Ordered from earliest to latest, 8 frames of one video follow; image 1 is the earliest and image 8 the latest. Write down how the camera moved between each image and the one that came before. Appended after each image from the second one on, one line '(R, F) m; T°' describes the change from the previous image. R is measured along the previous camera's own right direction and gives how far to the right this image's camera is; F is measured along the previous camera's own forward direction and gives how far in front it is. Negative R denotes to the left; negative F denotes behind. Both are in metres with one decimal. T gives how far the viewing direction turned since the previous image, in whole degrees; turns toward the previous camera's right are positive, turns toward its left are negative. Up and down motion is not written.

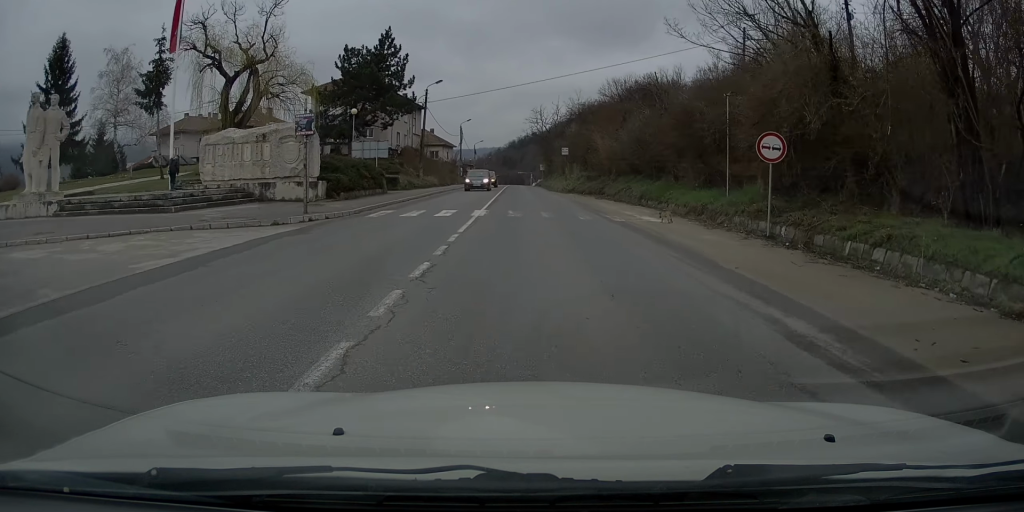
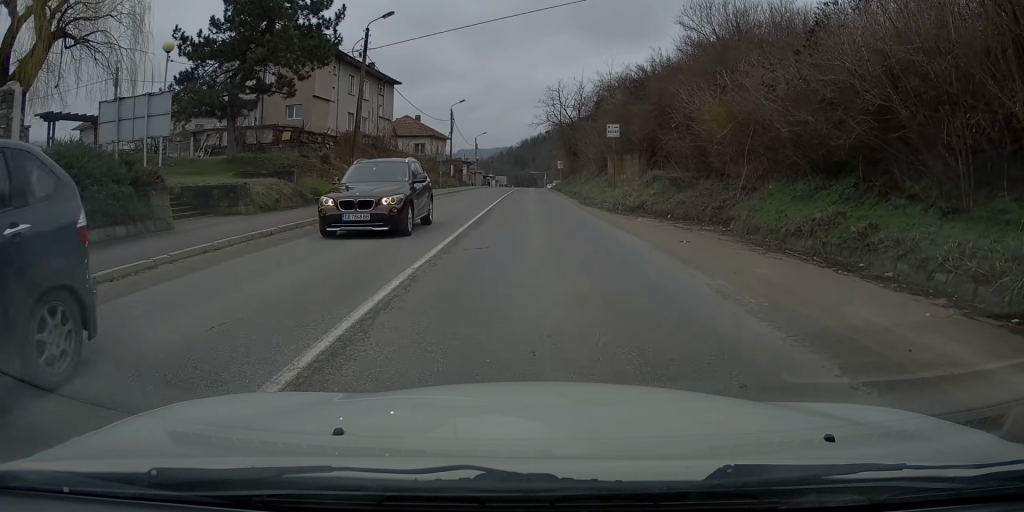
(+0.1, +25.6) m; 0°
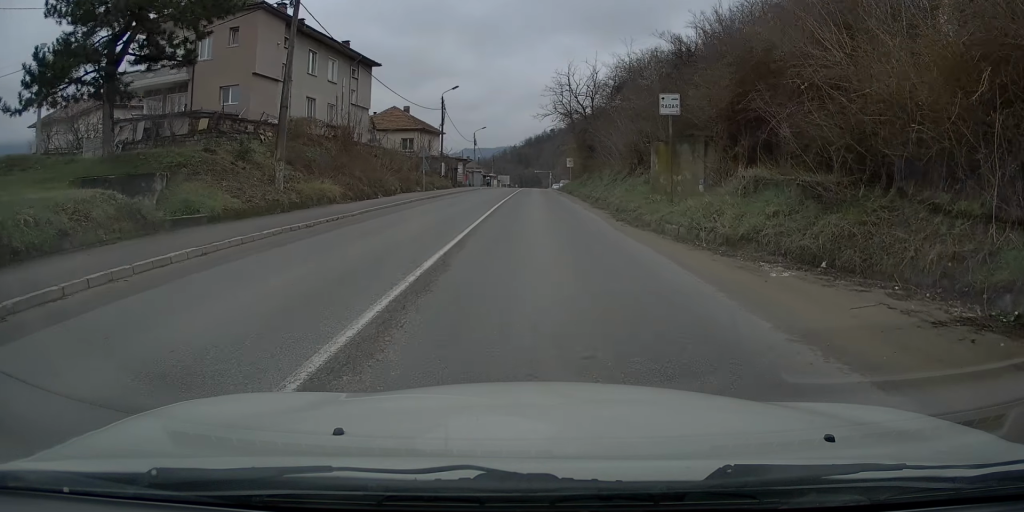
(-0.2, +10.9) m; -2°
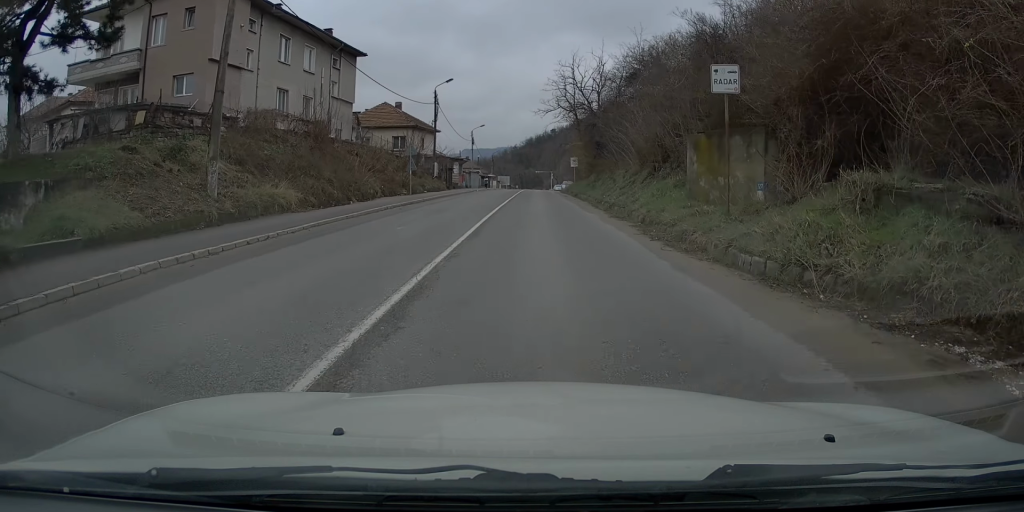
(0.0, +5.1) m; 0°
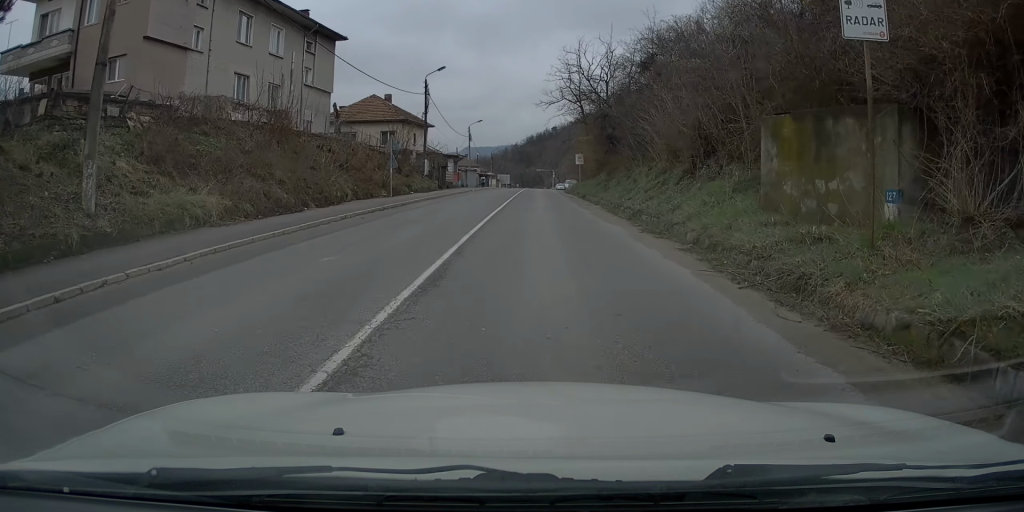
(0.0, +5.7) m; +1°
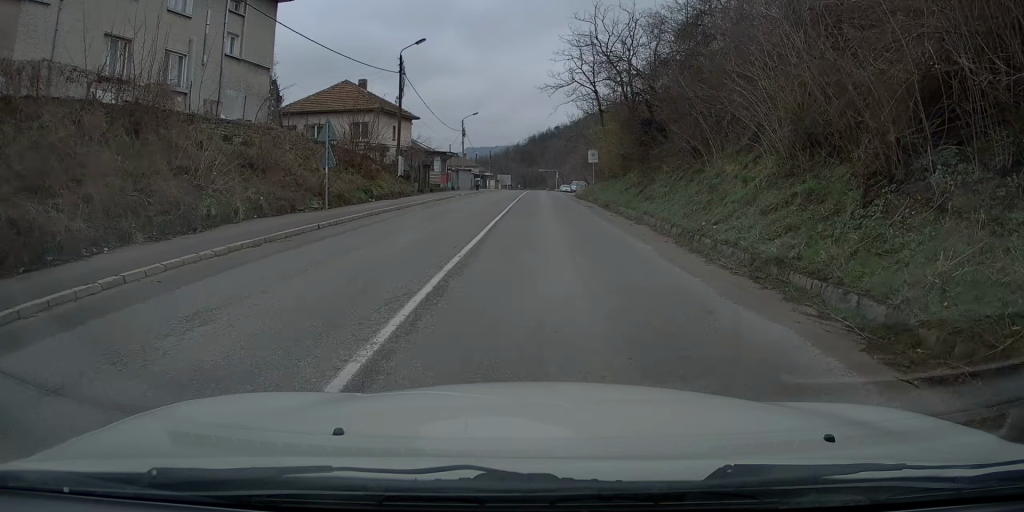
(+0.1, +10.9) m; 0°
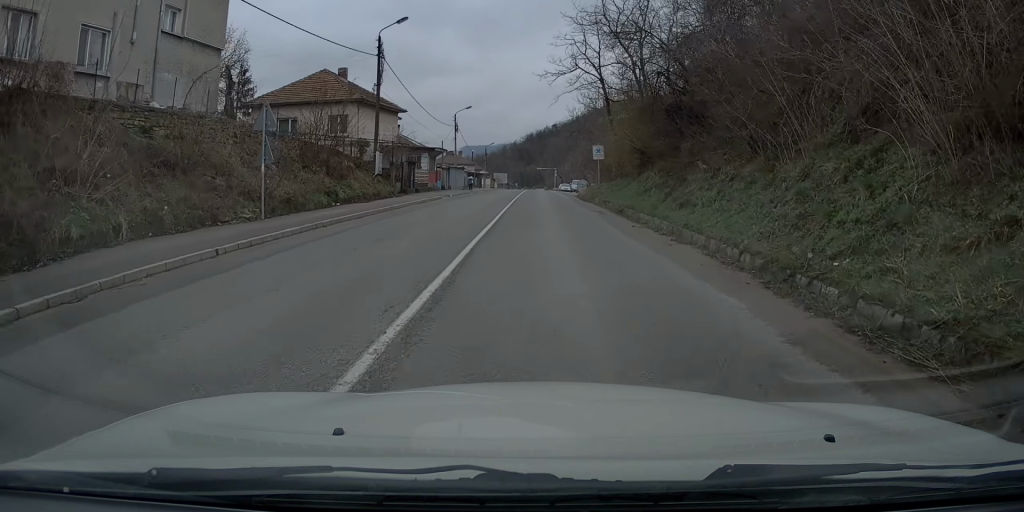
(-0.1, +5.3) m; 0°
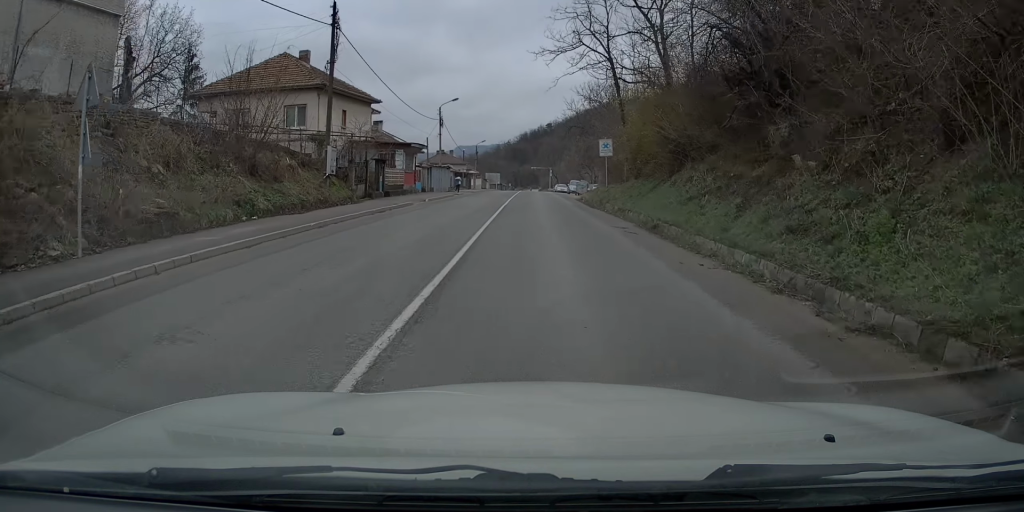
(0.0, +7.1) m; -1°
